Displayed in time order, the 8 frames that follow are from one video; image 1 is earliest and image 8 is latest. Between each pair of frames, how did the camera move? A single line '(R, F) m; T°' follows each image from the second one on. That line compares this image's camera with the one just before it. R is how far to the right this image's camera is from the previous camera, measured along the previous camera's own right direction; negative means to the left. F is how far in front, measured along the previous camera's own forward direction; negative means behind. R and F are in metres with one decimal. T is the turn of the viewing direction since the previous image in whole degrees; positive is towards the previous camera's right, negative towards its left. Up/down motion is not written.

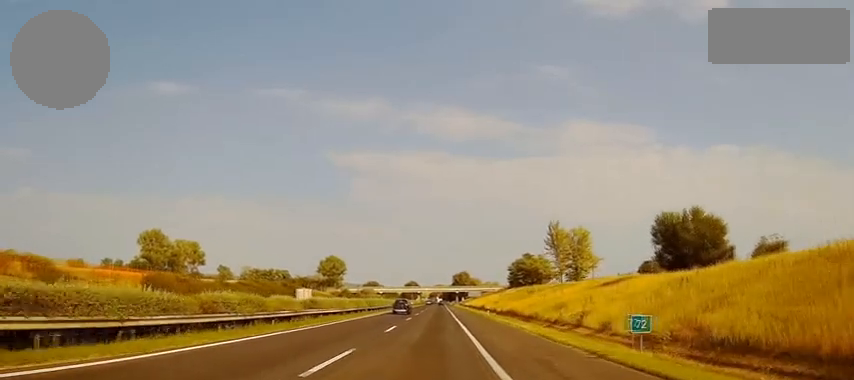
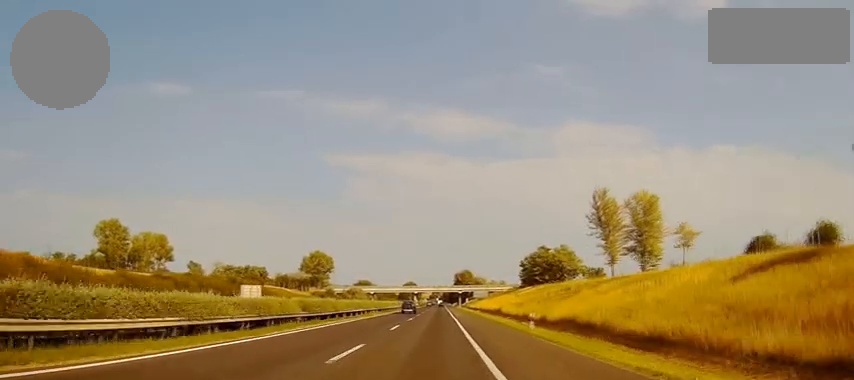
(-0.2, +32.6) m; -1°
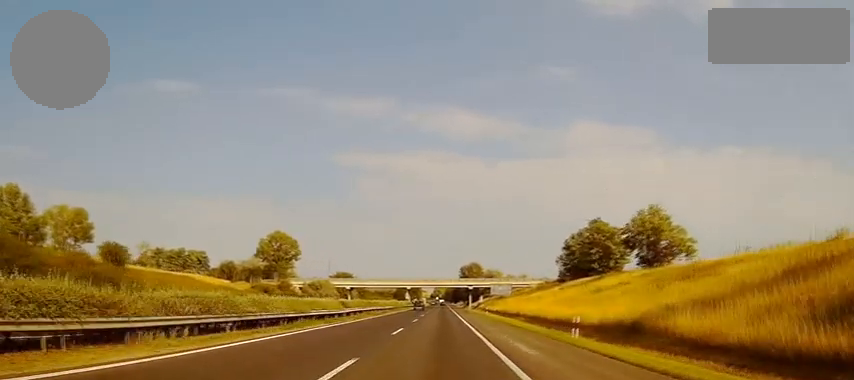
(+0.1, +59.5) m; 0°
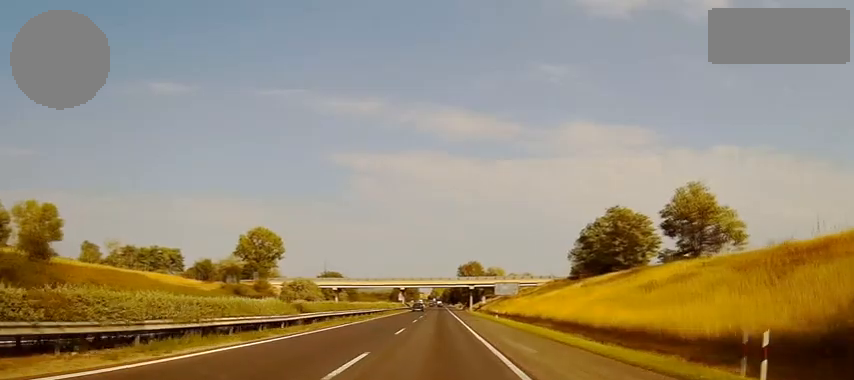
(0.0, +15.7) m; 0°
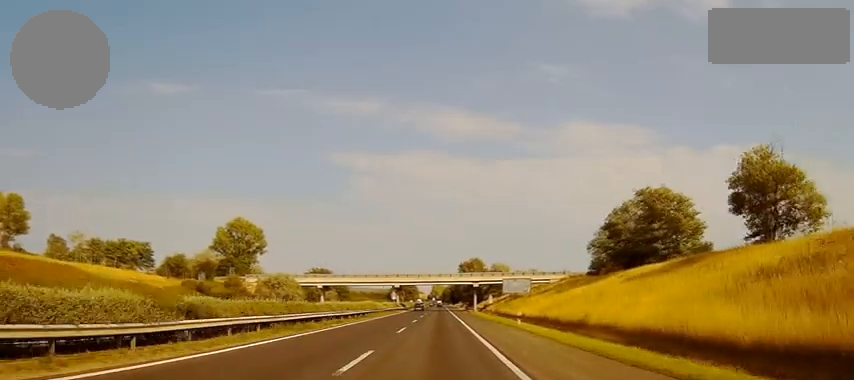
(0.0, +16.7) m; 0°
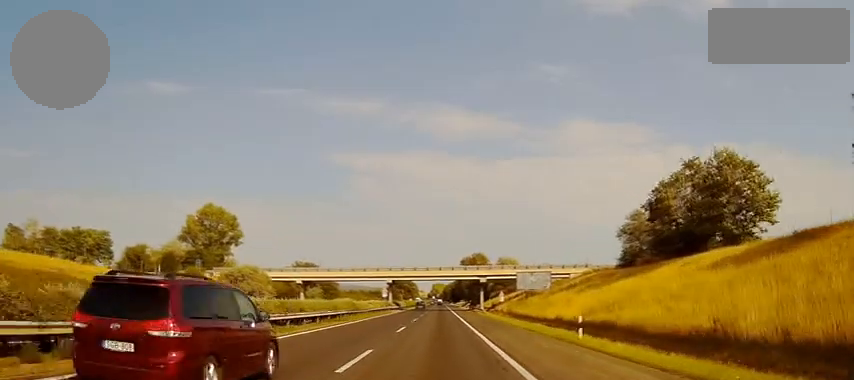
(+0.1, +18.5) m; 0°
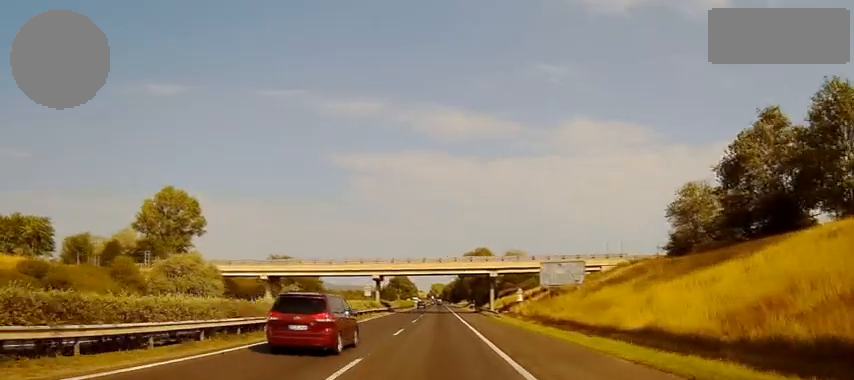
(0.0, +20.4) m; 0°
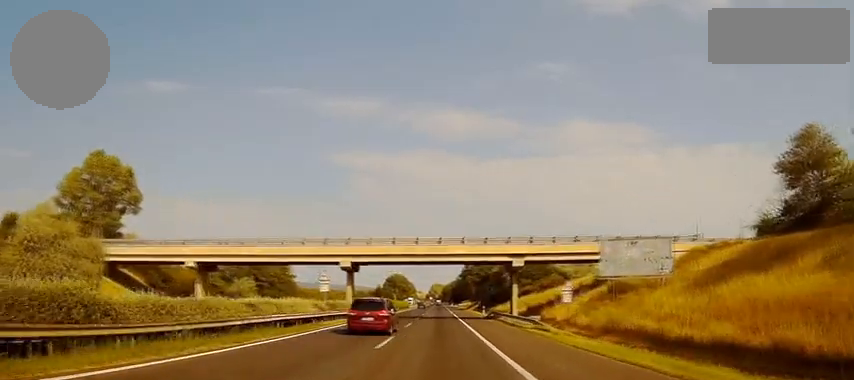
(-0.1, +25.3) m; 0°
